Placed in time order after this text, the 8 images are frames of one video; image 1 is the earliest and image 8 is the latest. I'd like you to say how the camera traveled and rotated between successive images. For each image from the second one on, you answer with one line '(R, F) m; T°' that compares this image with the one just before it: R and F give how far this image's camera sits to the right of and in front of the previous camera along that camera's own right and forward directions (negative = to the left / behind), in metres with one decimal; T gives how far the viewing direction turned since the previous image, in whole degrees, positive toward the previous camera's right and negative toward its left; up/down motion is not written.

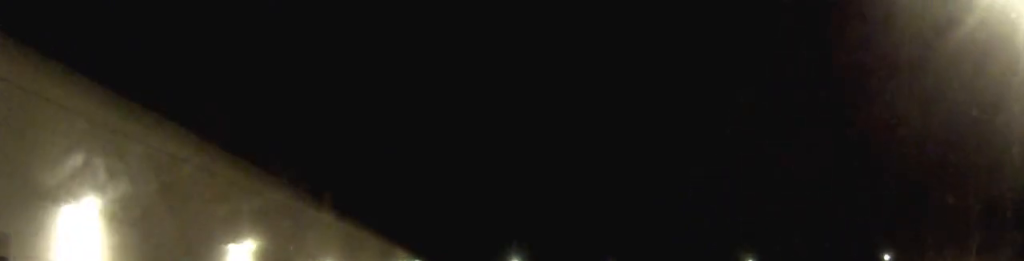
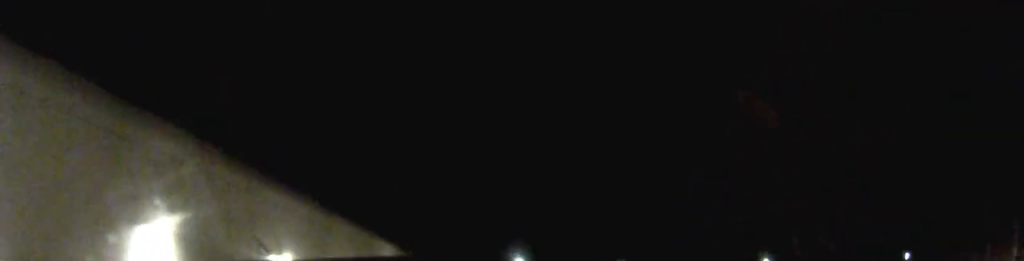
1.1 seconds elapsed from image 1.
(-0.1, +4.9) m; -1°
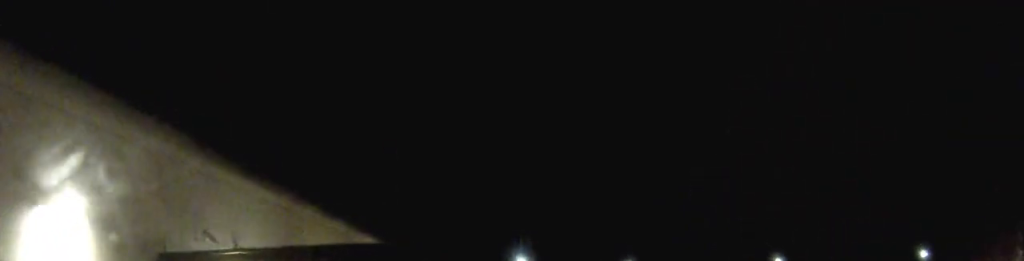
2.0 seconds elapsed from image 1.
(0.0, +3.5) m; 0°
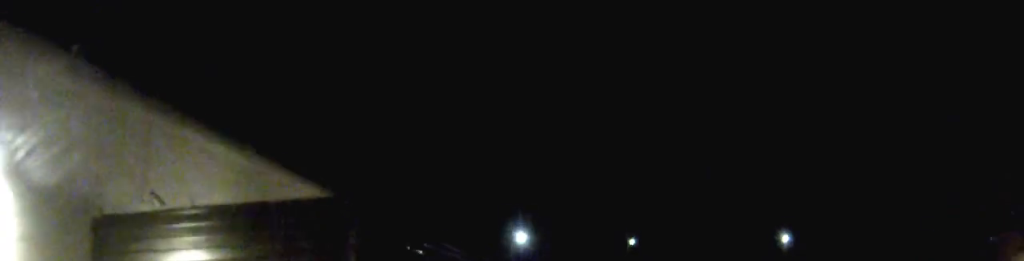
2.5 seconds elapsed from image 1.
(0.0, +2.4) m; 0°
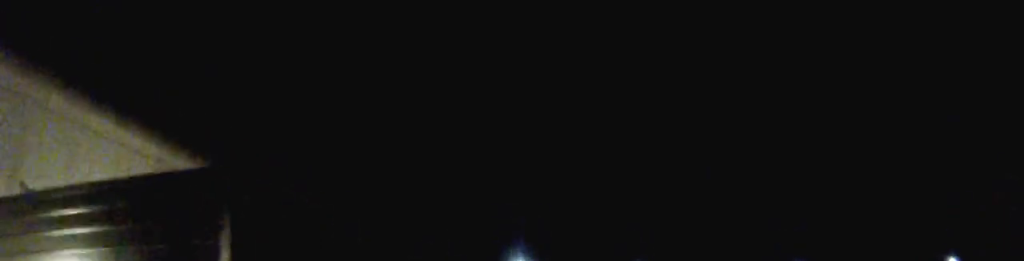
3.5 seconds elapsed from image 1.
(0.0, +4.5) m; -1°
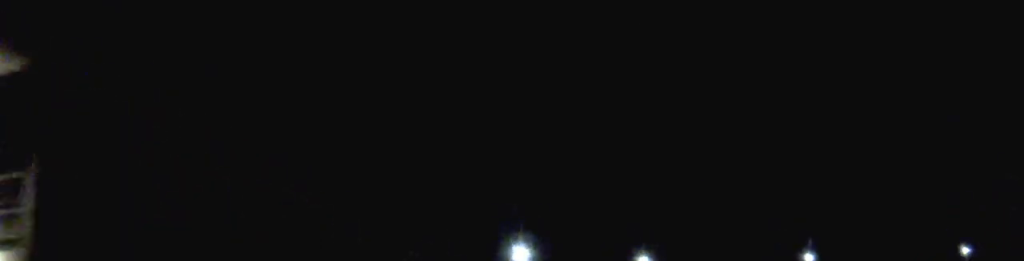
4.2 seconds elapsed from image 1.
(0.0, +2.9) m; -1°
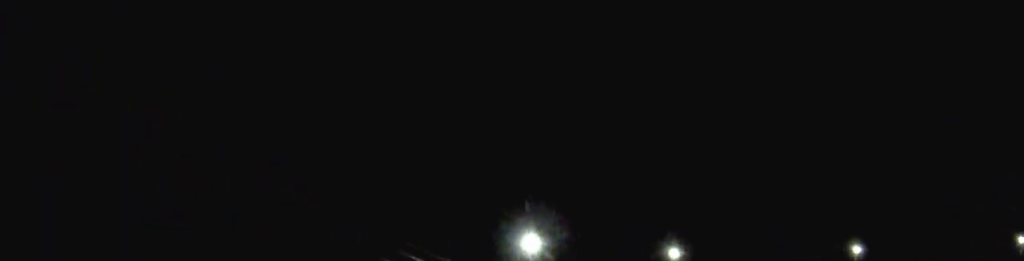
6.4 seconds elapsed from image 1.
(0.0, +9.8) m; +1°
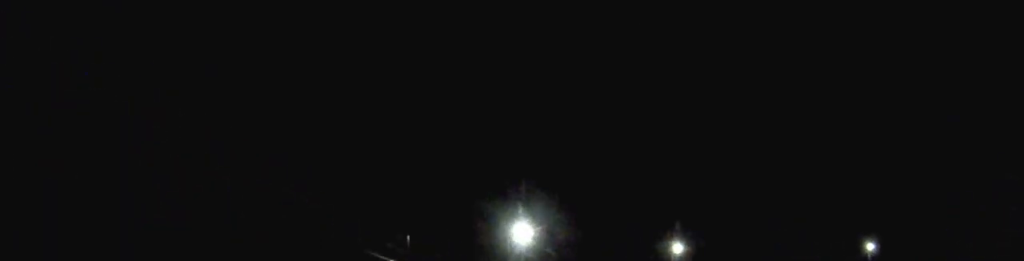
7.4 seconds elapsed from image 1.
(0.0, +4.4) m; +1°
